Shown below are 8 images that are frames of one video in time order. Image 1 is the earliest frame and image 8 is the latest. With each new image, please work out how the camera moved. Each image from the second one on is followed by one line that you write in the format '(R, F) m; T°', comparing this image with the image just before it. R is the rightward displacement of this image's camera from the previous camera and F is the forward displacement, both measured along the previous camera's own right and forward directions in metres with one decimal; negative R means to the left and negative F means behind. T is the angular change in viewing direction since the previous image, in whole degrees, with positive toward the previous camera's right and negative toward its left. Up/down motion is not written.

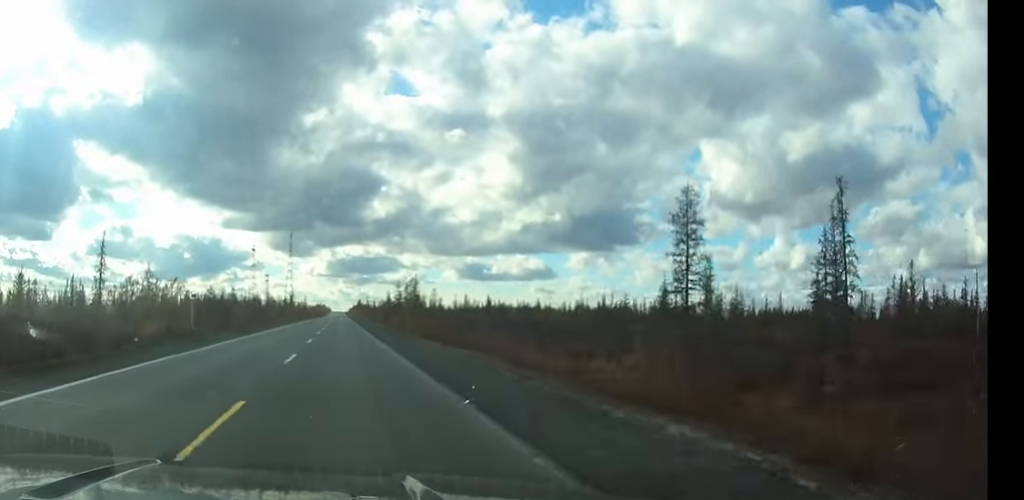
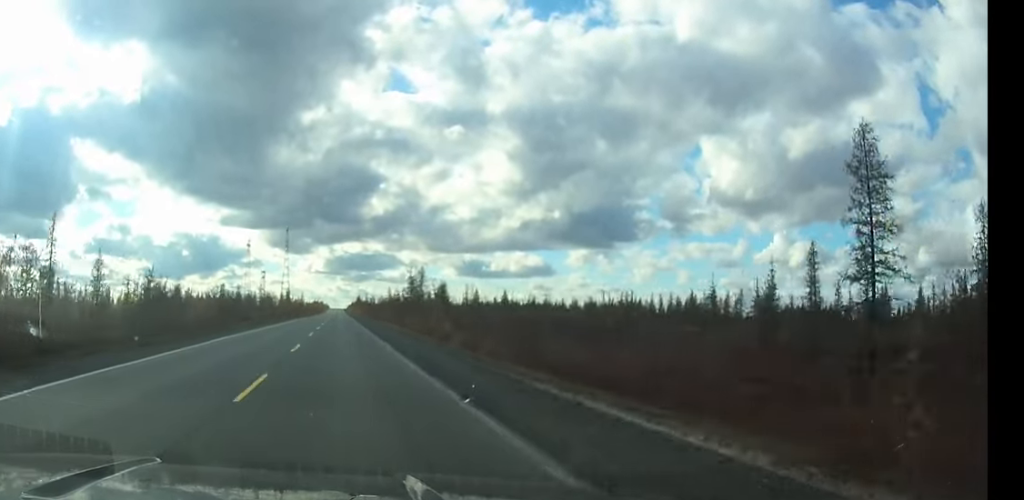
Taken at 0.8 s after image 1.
(0.0, +21.0) m; 0°
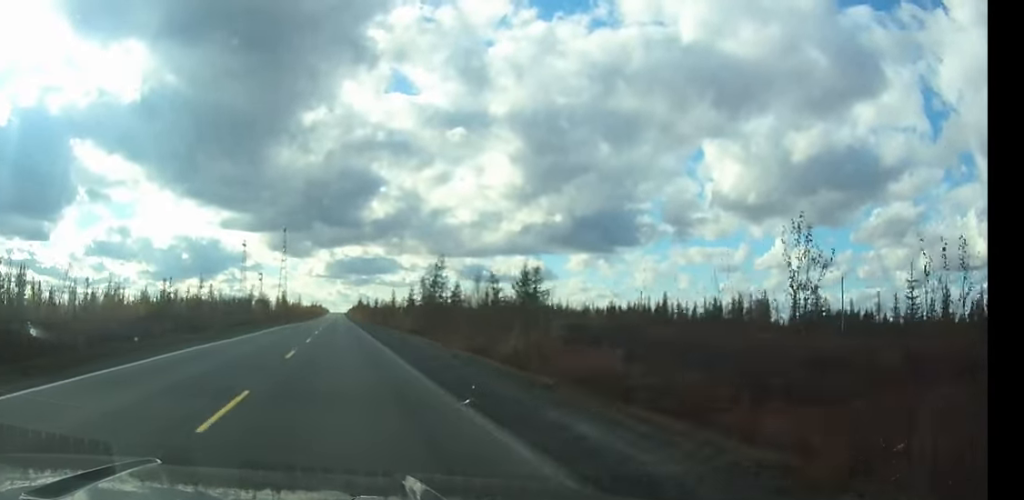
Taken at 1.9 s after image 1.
(0.0, +26.2) m; 0°
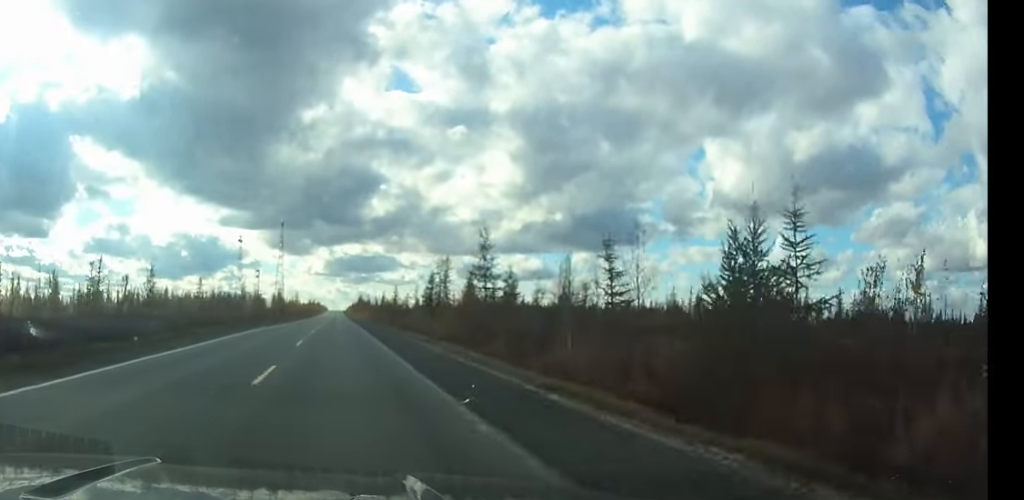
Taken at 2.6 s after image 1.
(0.0, +18.5) m; 0°
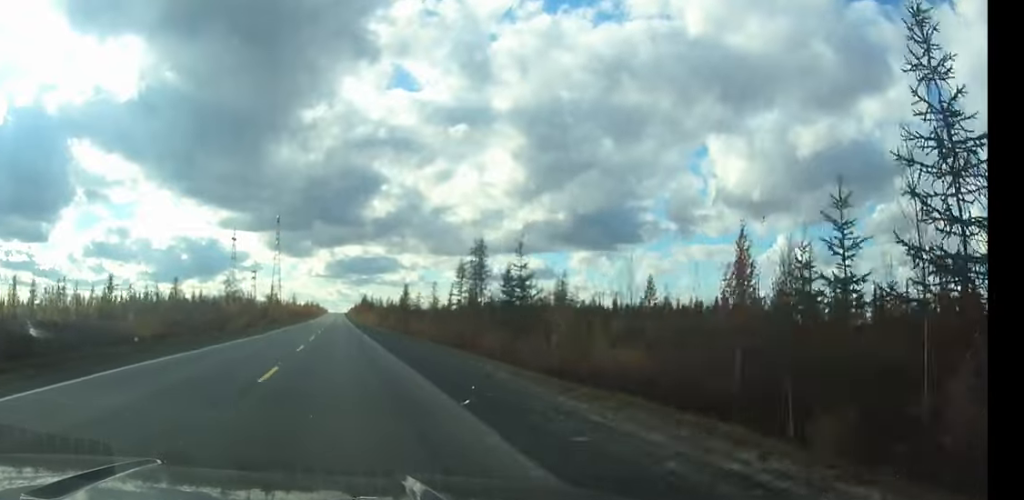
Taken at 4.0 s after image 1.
(+0.1, +35.8) m; 0°
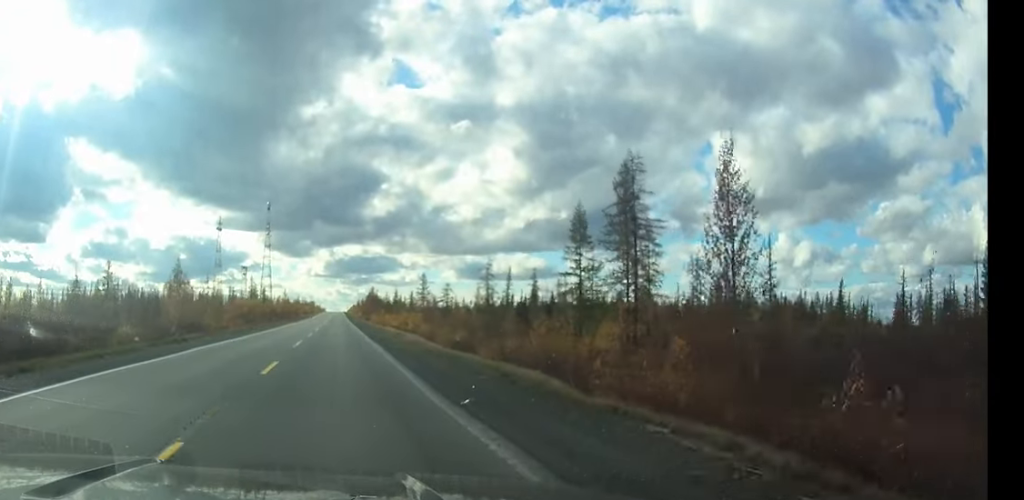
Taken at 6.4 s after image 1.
(-0.1, +56.8) m; 0°
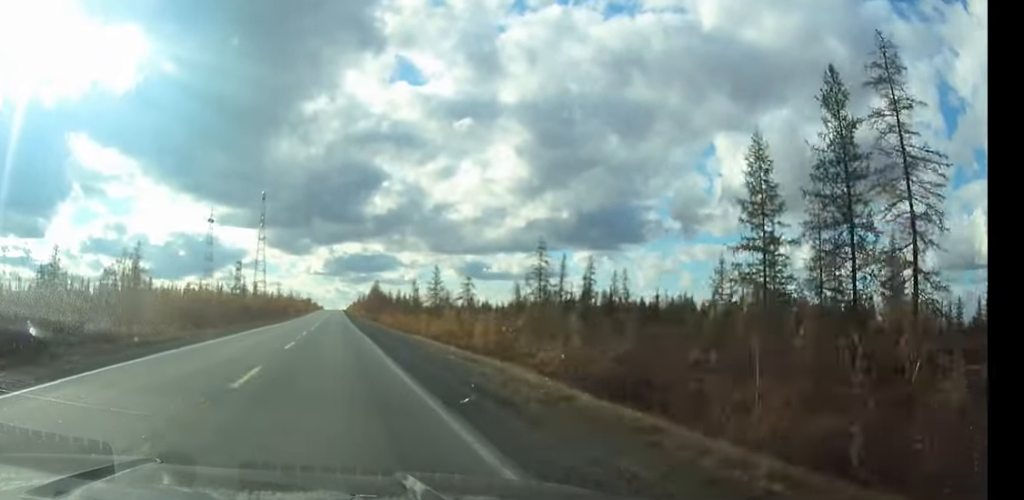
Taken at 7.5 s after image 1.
(+0.1, +28.7) m; 0°
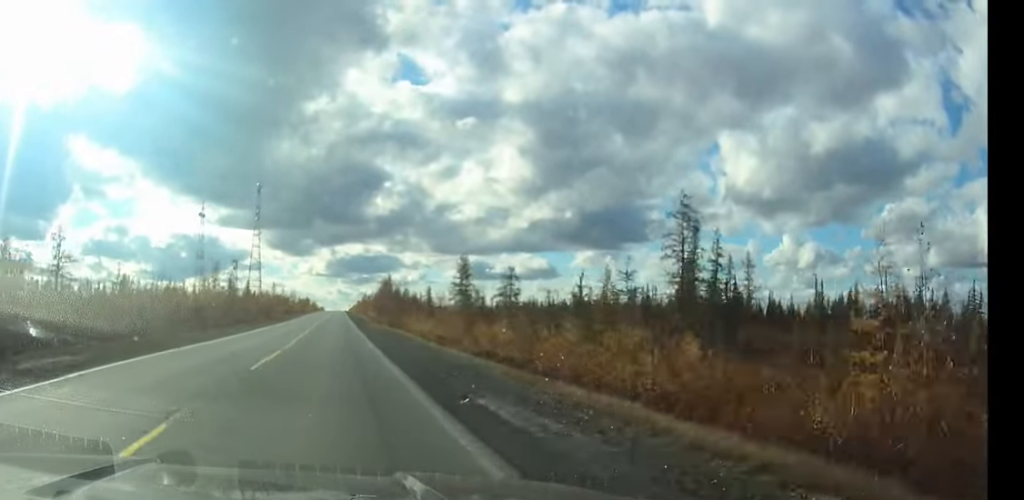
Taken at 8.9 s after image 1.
(-0.1, +31.9) m; 0°
